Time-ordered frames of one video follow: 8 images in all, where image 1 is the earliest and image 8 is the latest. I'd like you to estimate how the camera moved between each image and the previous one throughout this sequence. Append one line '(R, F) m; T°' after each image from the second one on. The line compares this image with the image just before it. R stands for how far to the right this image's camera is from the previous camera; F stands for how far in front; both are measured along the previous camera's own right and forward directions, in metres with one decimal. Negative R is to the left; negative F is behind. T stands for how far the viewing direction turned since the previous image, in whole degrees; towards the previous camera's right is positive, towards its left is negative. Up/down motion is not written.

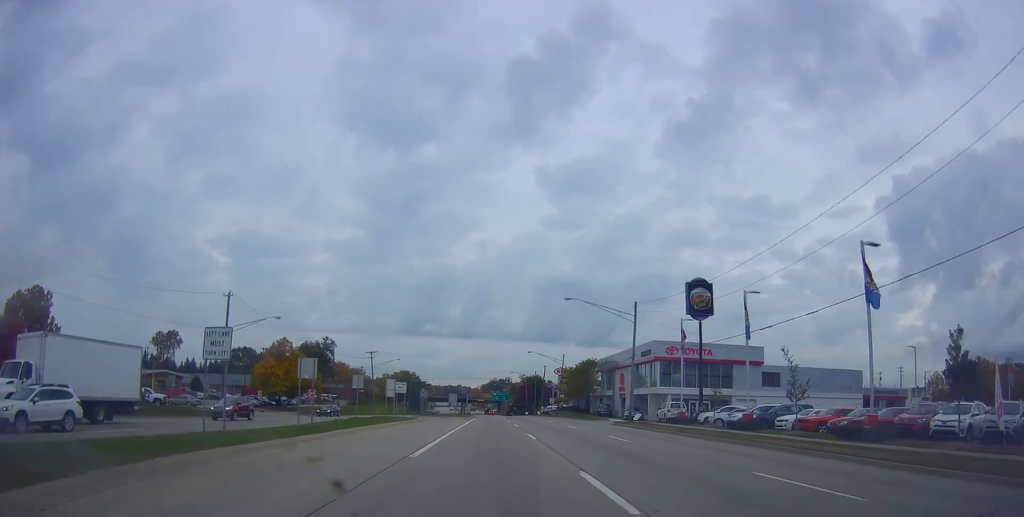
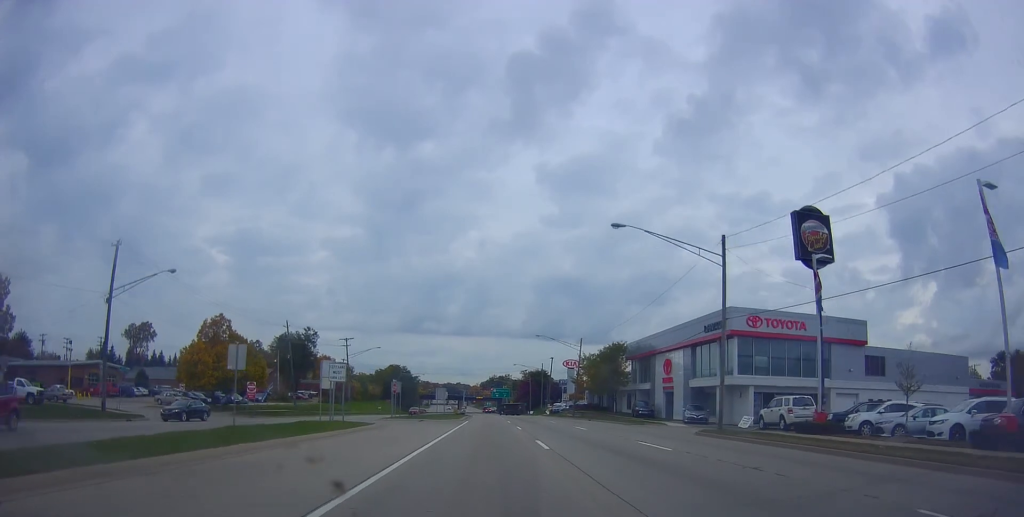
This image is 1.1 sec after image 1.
(+0.3, +21.1) m; +1°
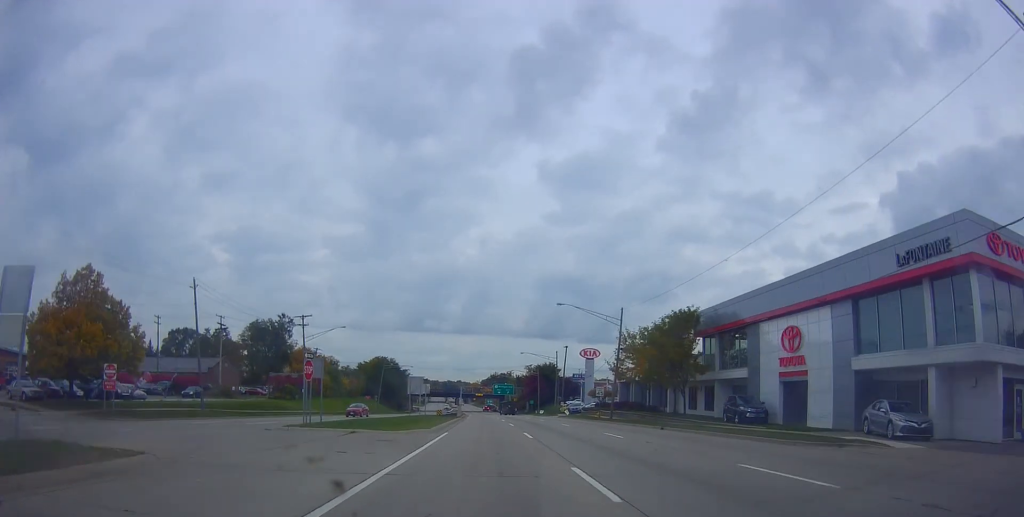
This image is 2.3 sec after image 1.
(0.0, +25.3) m; 0°
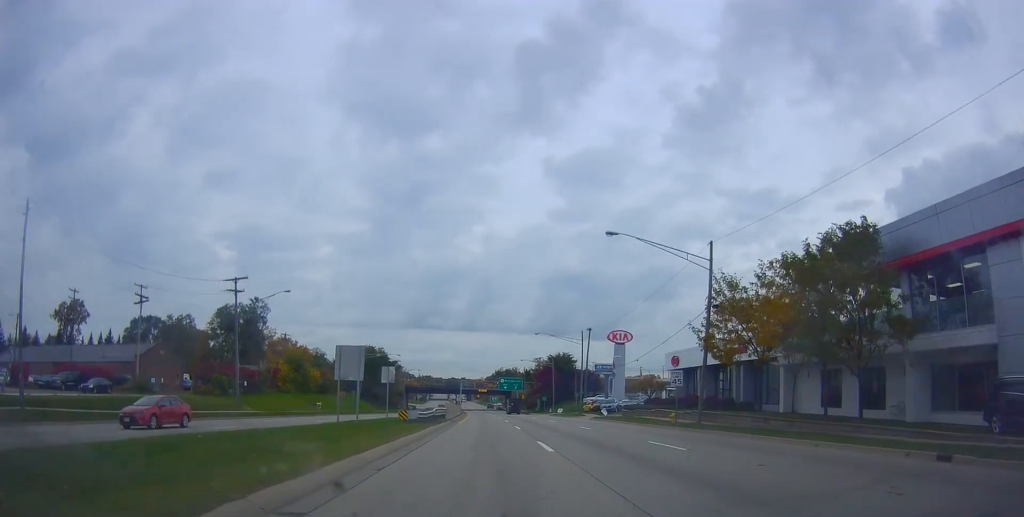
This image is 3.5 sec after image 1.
(-0.4, +23.5) m; -2°
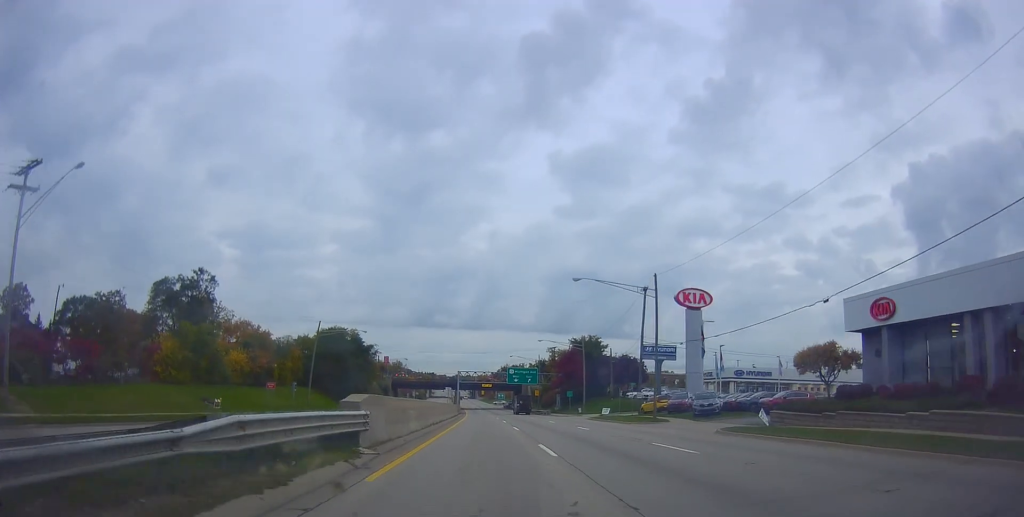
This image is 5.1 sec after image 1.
(+0.3, +32.2) m; 0°
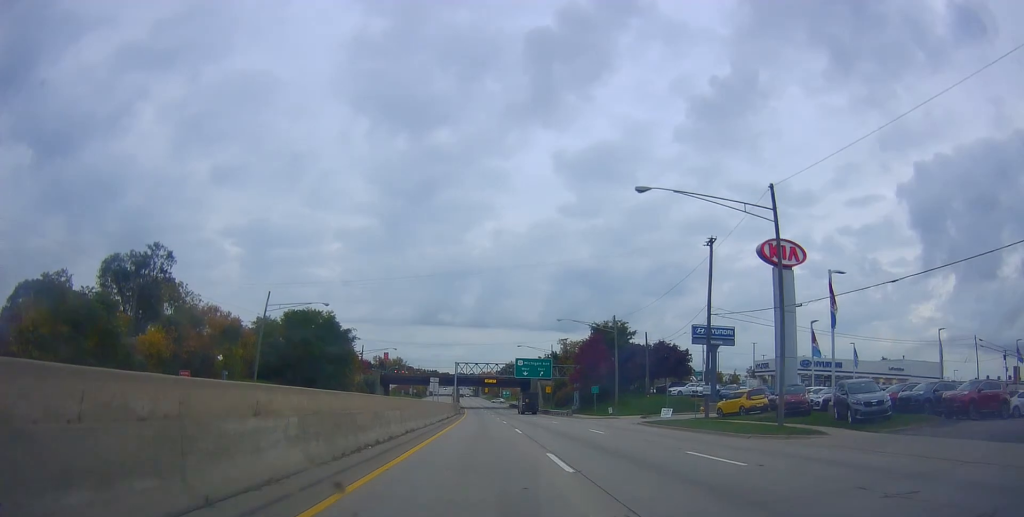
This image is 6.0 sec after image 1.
(-0.7, +18.7) m; 0°
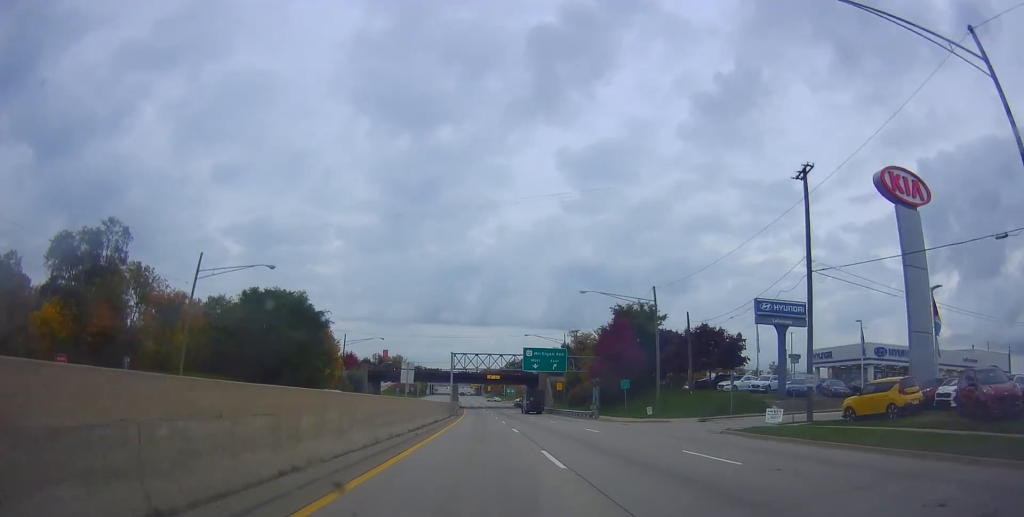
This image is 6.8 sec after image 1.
(+0.4, +14.7) m; +1°
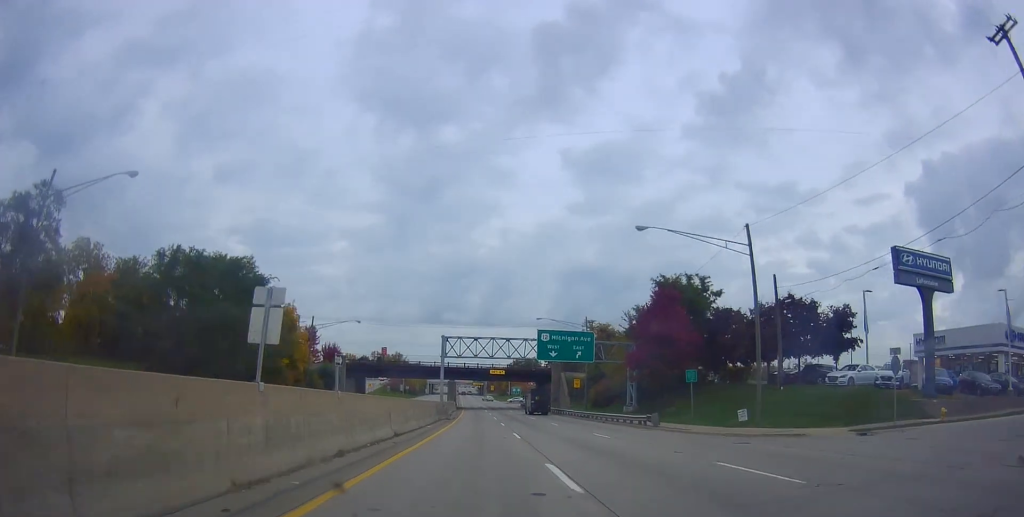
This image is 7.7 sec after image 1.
(+0.1, +18.2) m; 0°
